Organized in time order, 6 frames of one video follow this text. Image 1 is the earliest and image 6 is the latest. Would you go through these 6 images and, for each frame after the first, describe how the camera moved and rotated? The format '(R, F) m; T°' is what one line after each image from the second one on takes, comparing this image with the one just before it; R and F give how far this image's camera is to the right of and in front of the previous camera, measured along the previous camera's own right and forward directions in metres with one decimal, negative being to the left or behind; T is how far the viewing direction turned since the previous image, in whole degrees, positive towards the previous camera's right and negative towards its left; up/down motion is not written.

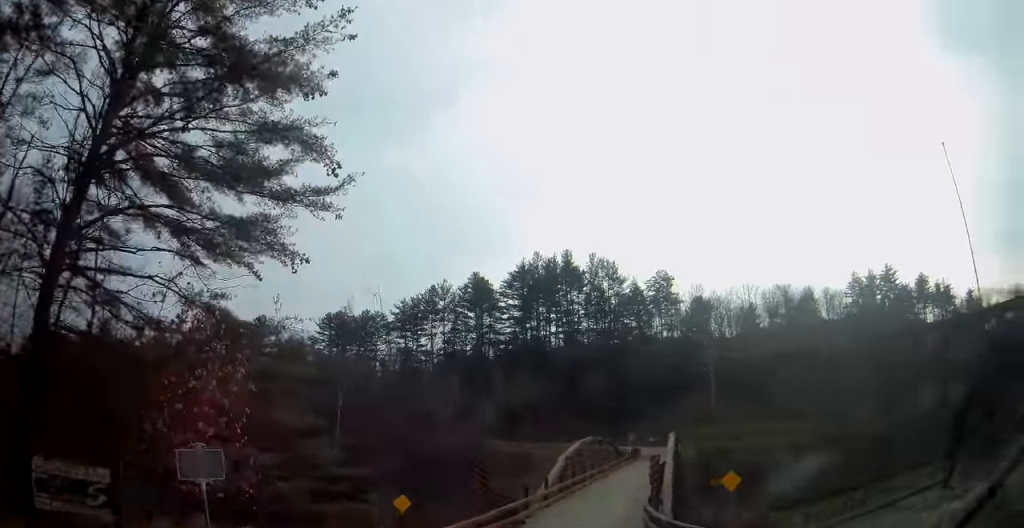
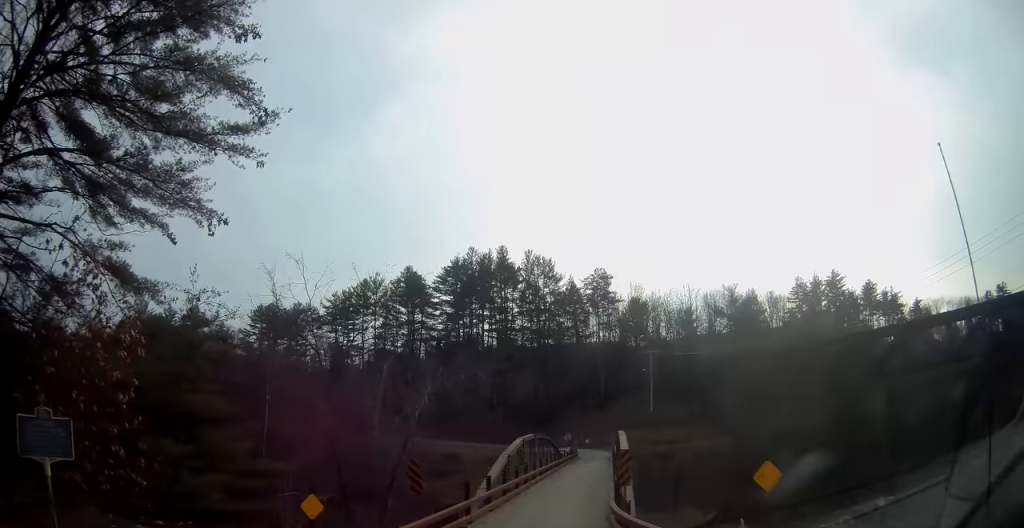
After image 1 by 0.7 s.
(+0.2, +3.0) m; +16°
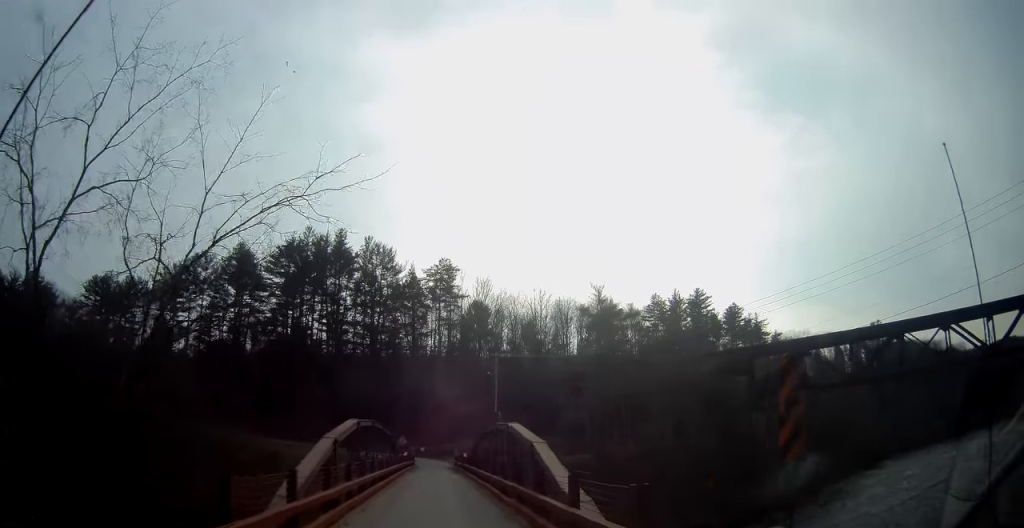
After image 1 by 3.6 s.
(+2.9, +11.0) m; +24°
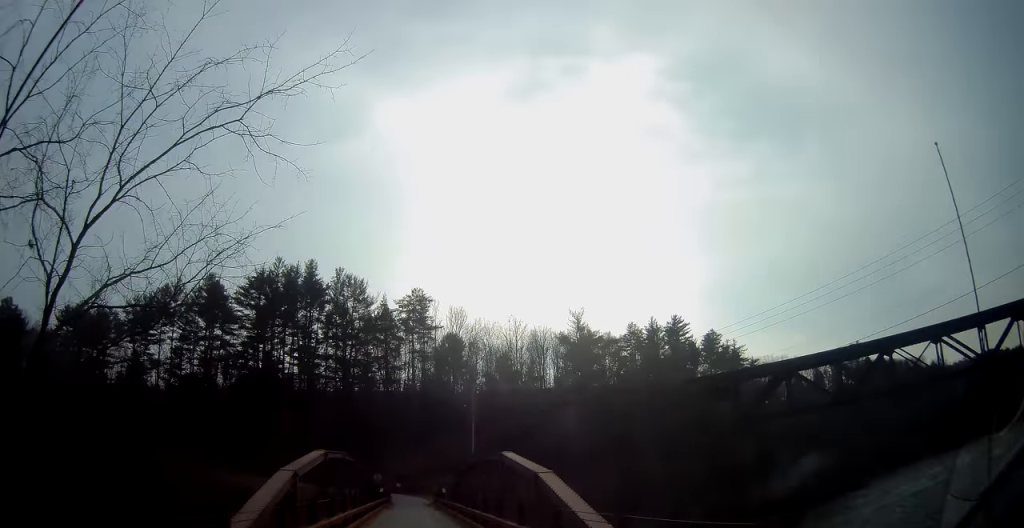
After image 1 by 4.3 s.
(+0.7, +2.9) m; +7°
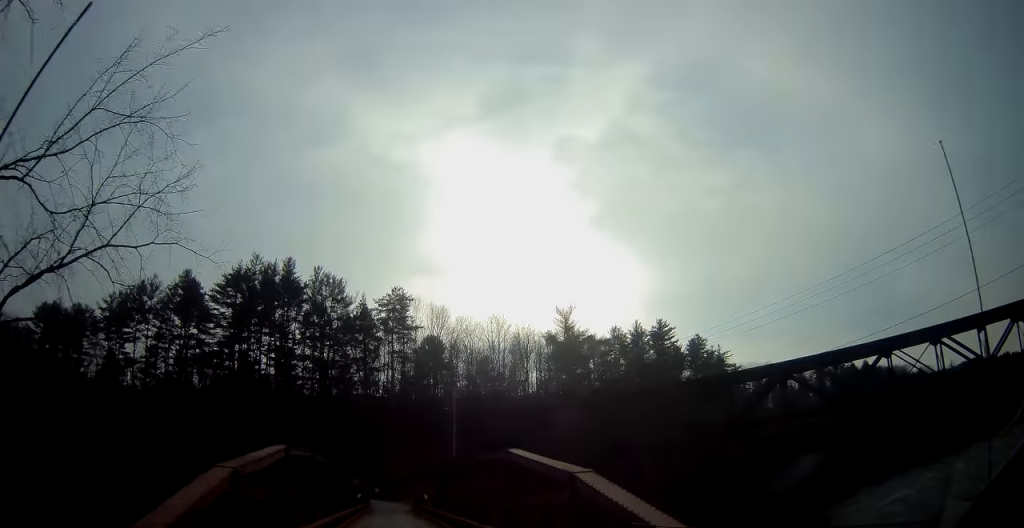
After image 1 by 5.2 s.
(+0.1, +3.3) m; -2°
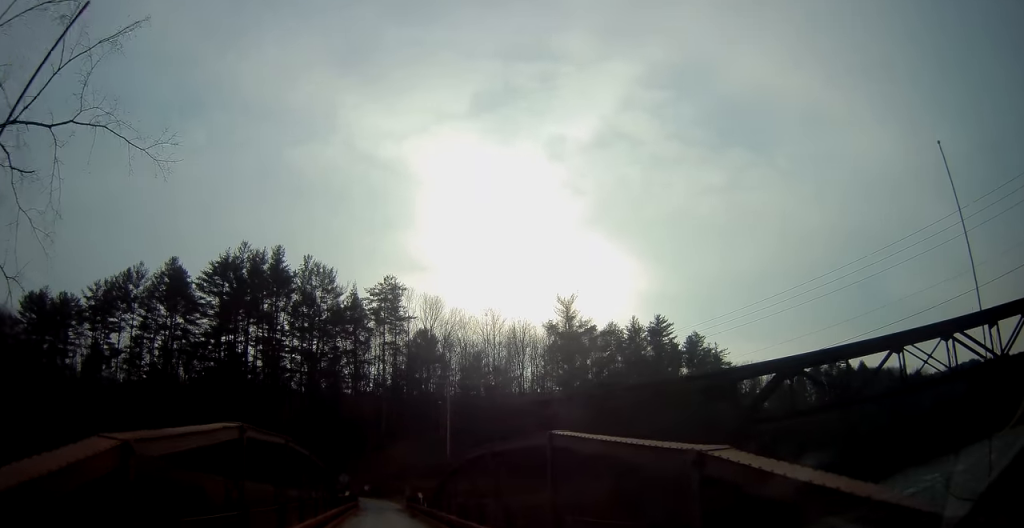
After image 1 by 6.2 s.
(-0.3, +3.8) m; -5°
